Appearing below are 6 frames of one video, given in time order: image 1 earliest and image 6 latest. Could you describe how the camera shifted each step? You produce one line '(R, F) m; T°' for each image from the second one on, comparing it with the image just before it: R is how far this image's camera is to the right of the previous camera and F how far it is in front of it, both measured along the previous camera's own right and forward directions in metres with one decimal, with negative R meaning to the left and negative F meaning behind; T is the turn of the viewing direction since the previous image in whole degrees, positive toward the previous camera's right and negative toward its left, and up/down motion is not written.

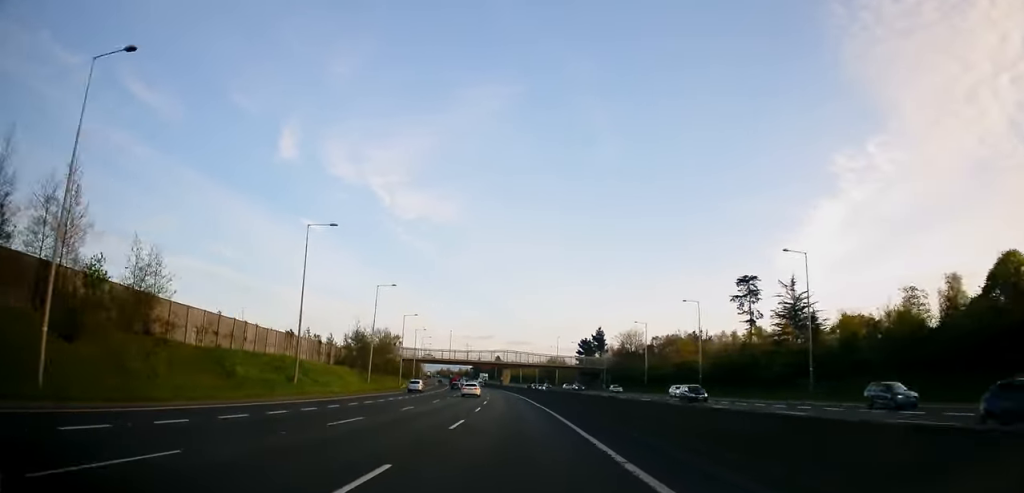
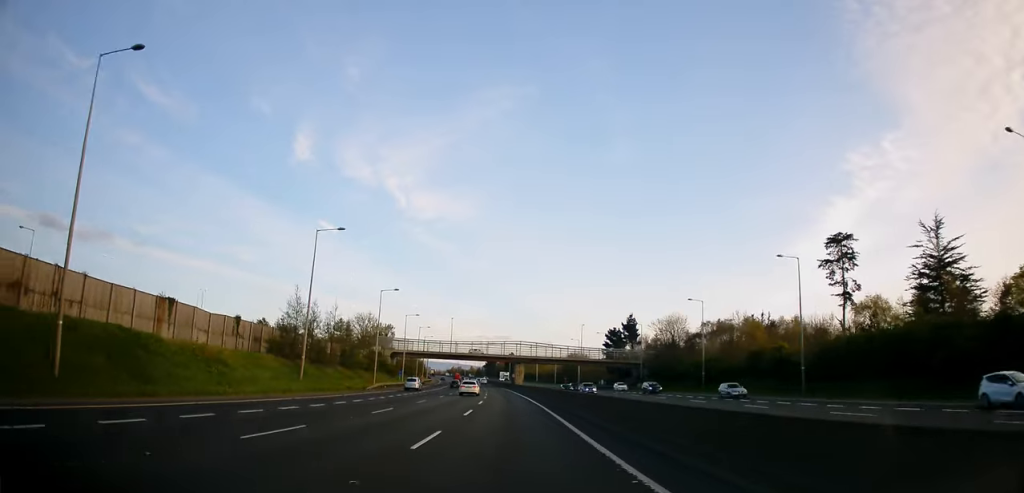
(-0.3, +29.1) m; -1°
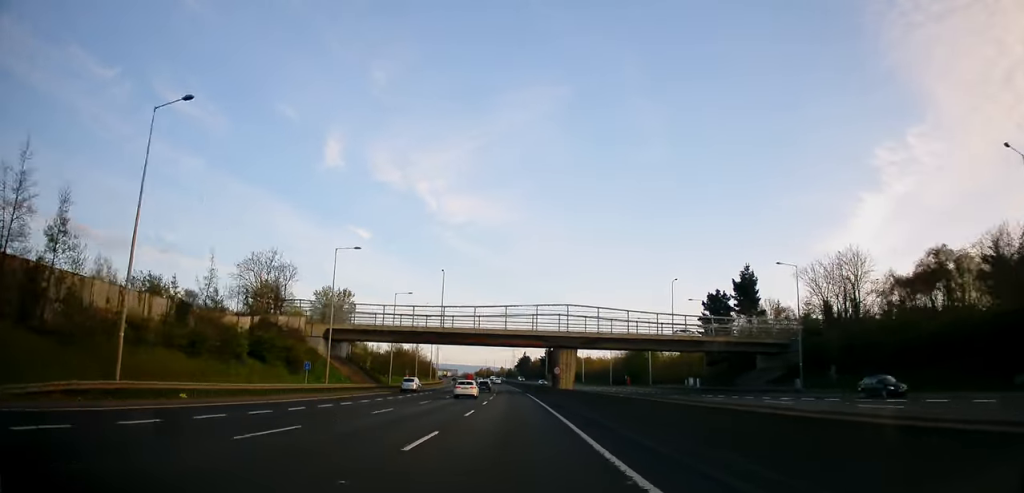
(-1.5, +61.8) m; -3°
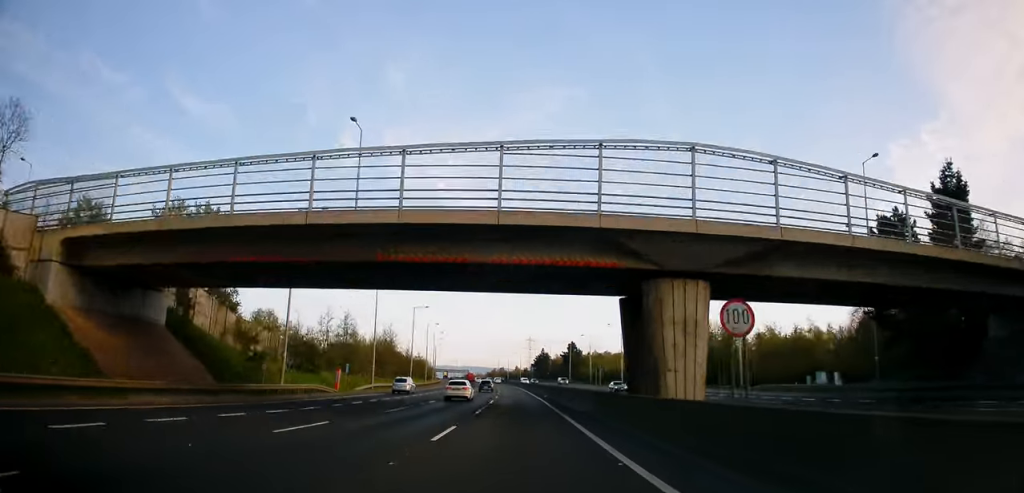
(-0.9, +45.7) m; -1°
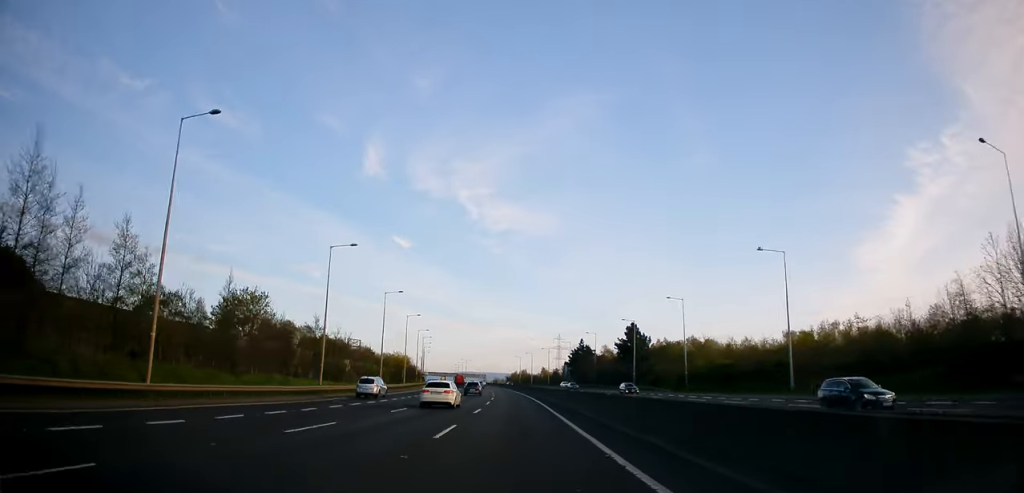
(-1.6, +81.7) m; -2°
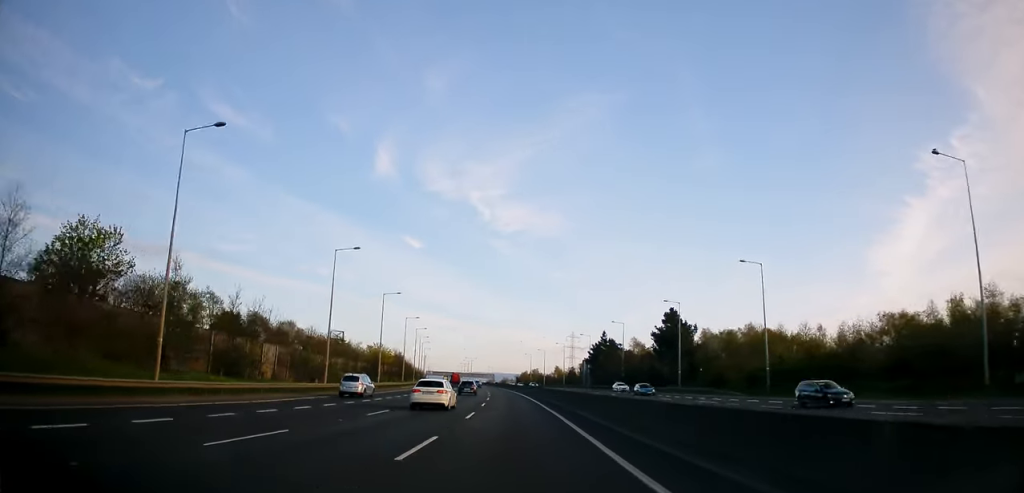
(-0.1, +28.5) m; -1°
